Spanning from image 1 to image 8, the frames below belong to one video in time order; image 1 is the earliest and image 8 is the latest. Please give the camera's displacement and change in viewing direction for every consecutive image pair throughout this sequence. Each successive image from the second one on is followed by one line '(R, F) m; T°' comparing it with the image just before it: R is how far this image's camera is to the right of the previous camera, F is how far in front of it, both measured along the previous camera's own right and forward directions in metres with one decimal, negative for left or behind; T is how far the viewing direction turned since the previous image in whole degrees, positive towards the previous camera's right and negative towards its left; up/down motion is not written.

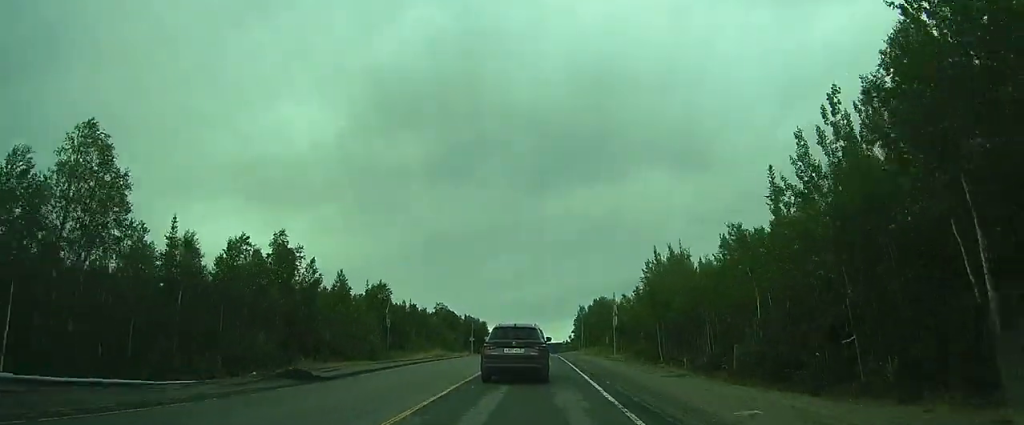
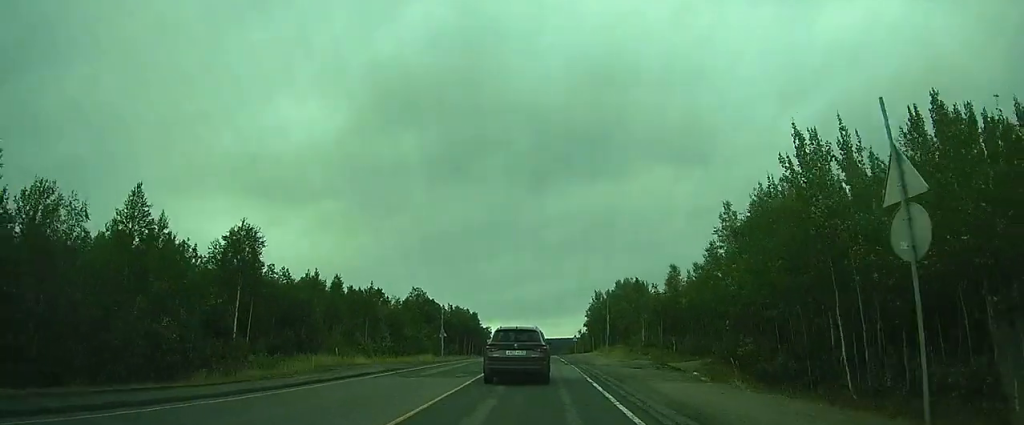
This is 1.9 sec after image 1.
(+0.2, +29.7) m; +1°
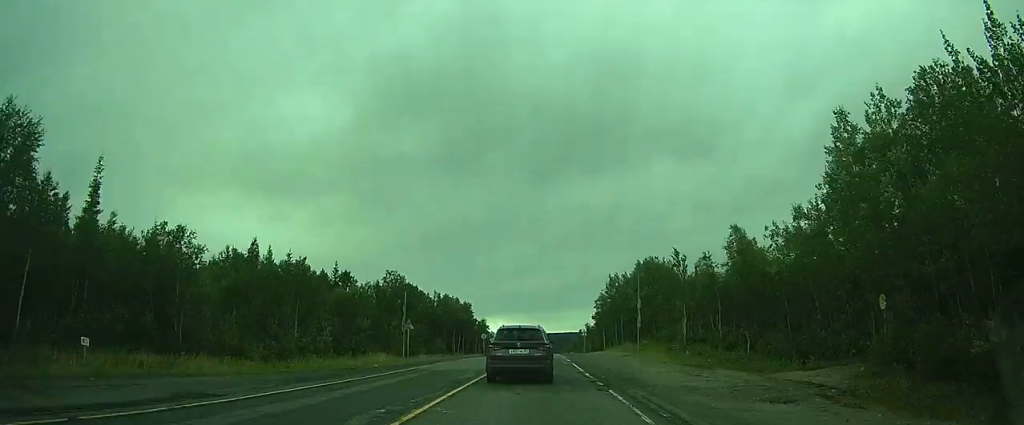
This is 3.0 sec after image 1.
(+0.1, +17.0) m; 0°
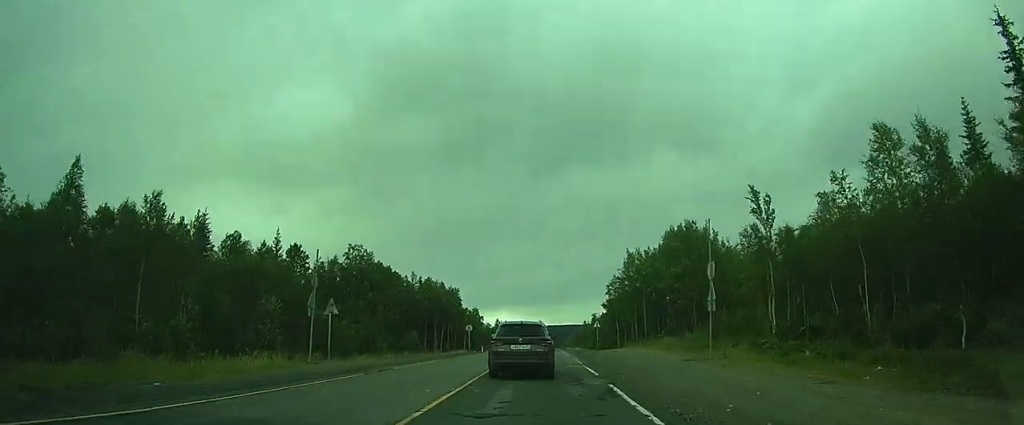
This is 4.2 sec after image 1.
(0.0, +17.0) m; -1°
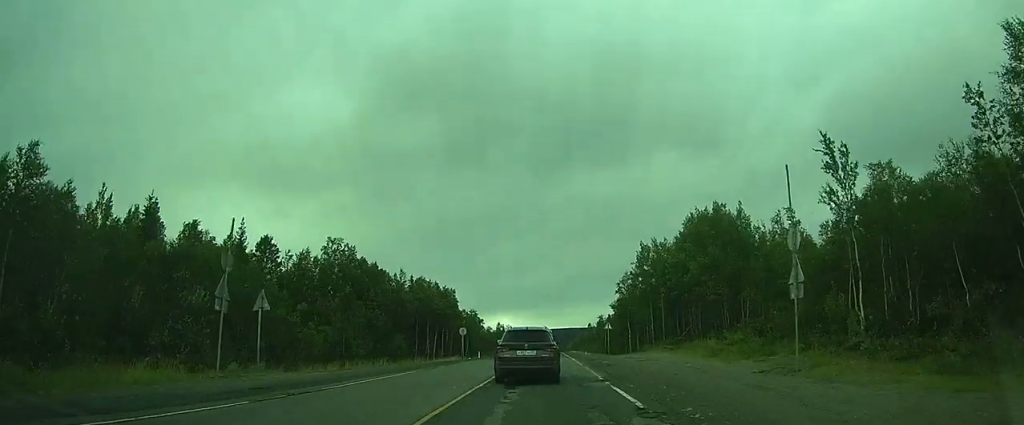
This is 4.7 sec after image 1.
(0.0, +7.6) m; -1°
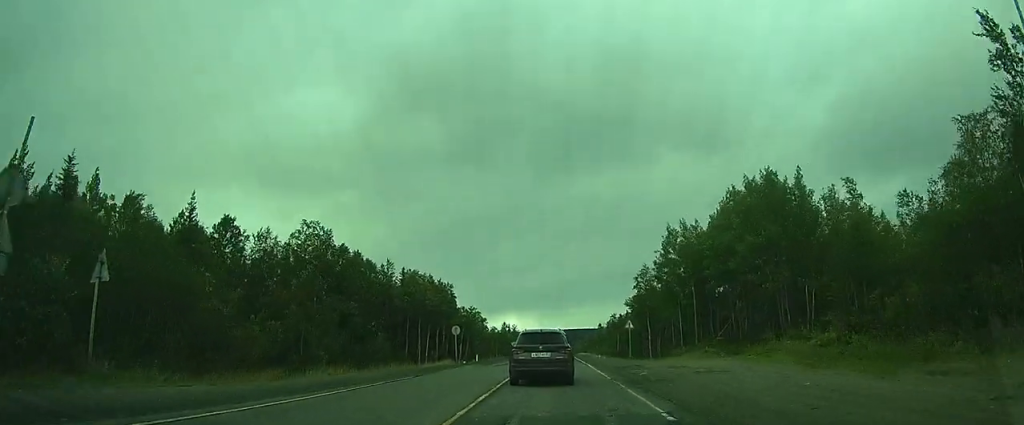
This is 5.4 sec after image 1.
(0.0, +9.0) m; -1°
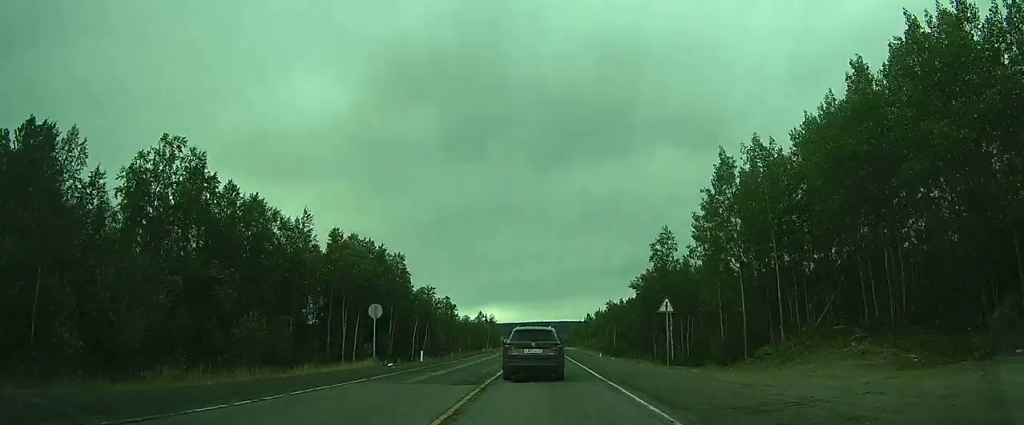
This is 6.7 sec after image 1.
(-0.2, +19.0) m; -1°
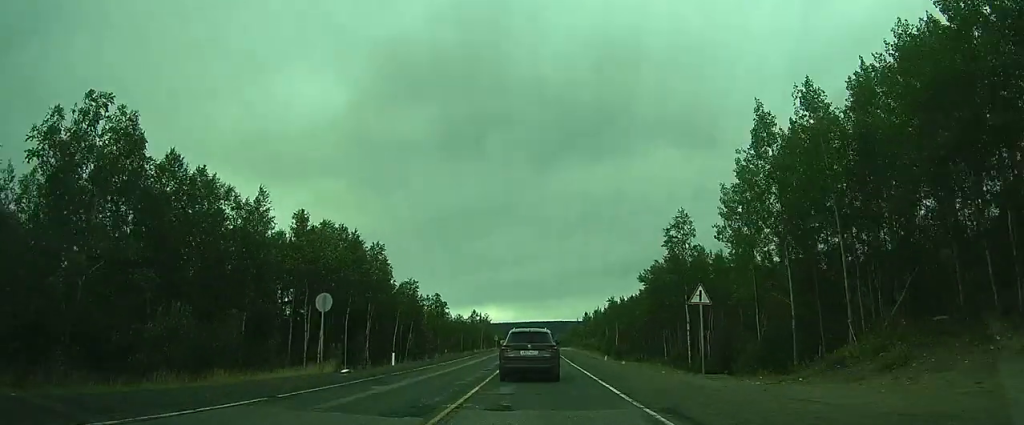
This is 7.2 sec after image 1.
(0.0, +6.5) m; 0°
